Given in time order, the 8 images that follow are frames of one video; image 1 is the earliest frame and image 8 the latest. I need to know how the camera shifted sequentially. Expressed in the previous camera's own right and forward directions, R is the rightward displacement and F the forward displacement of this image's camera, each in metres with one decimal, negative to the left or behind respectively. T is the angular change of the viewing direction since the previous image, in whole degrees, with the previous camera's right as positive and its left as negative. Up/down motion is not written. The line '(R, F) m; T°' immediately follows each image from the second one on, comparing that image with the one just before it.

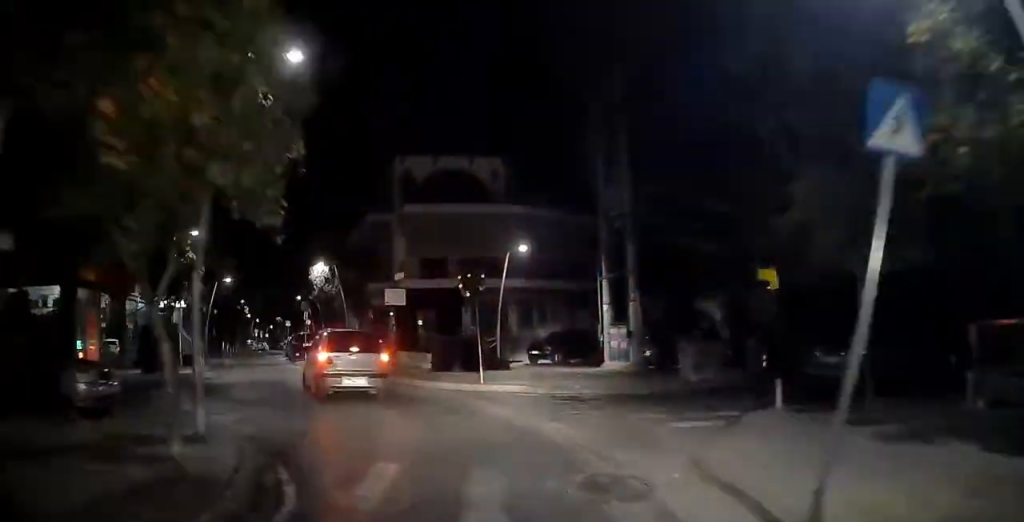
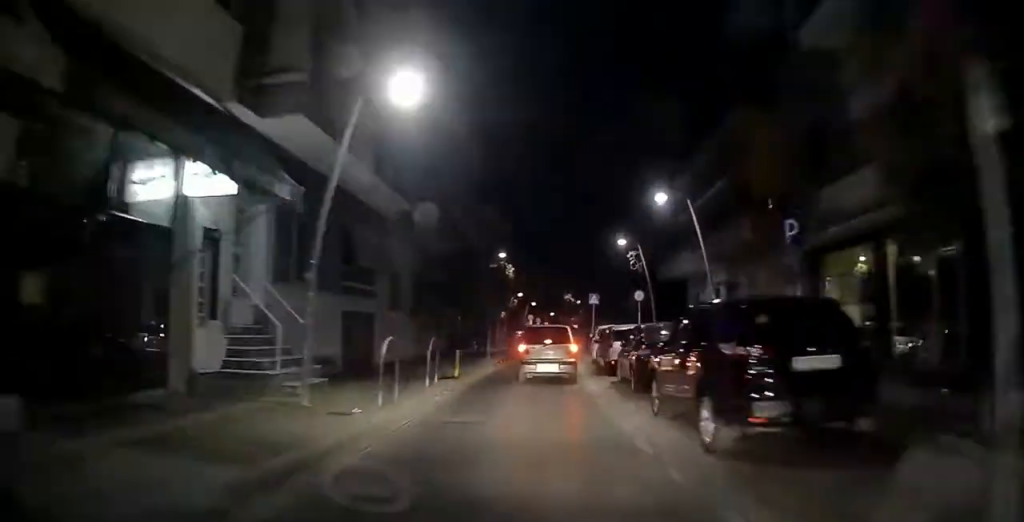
(-1.8, +26.7) m; -2°
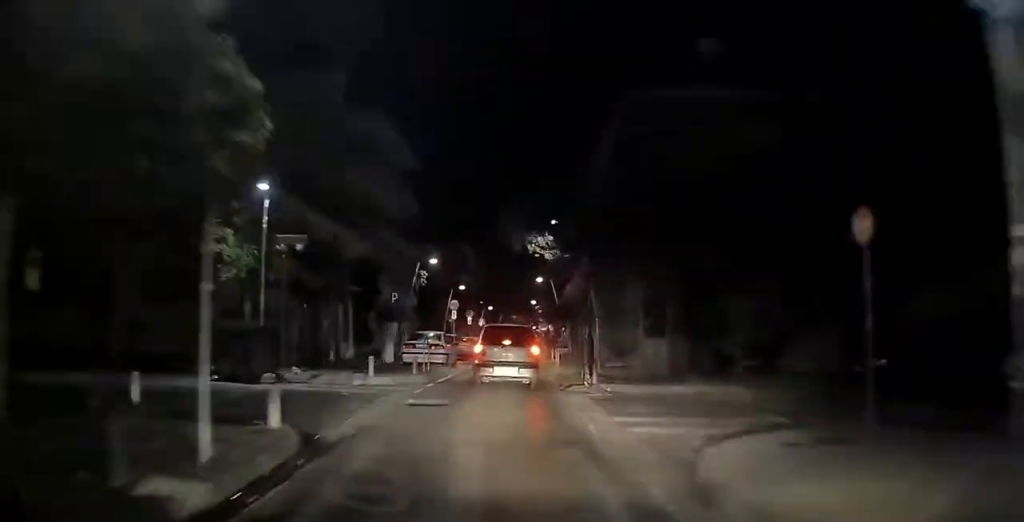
(+0.4, +22.1) m; +2°
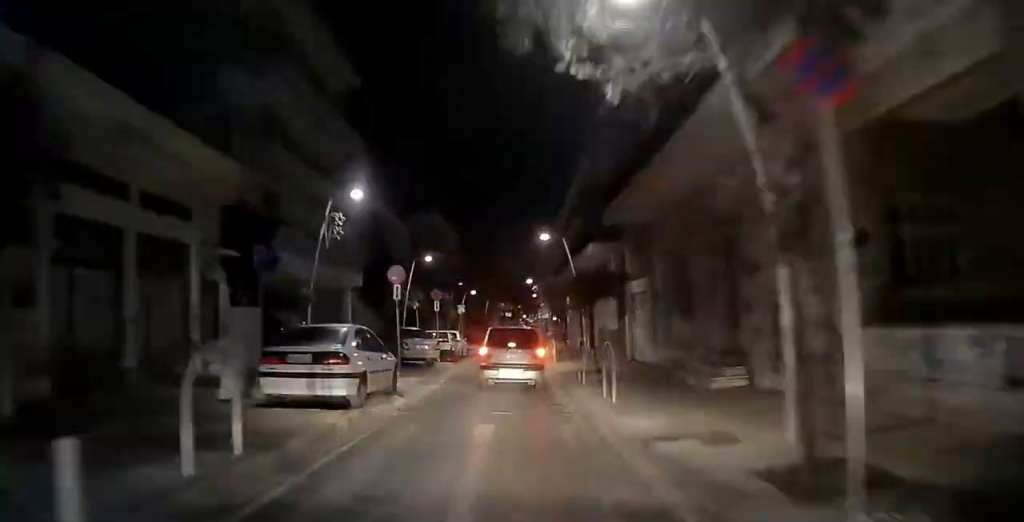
(+0.2, +12.3) m; +1°
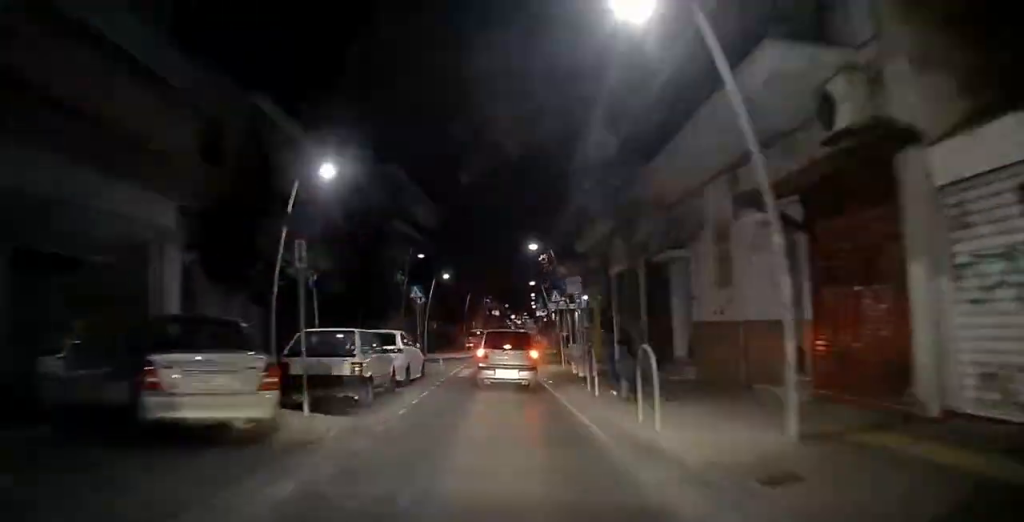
(+0.1, +15.8) m; +1°
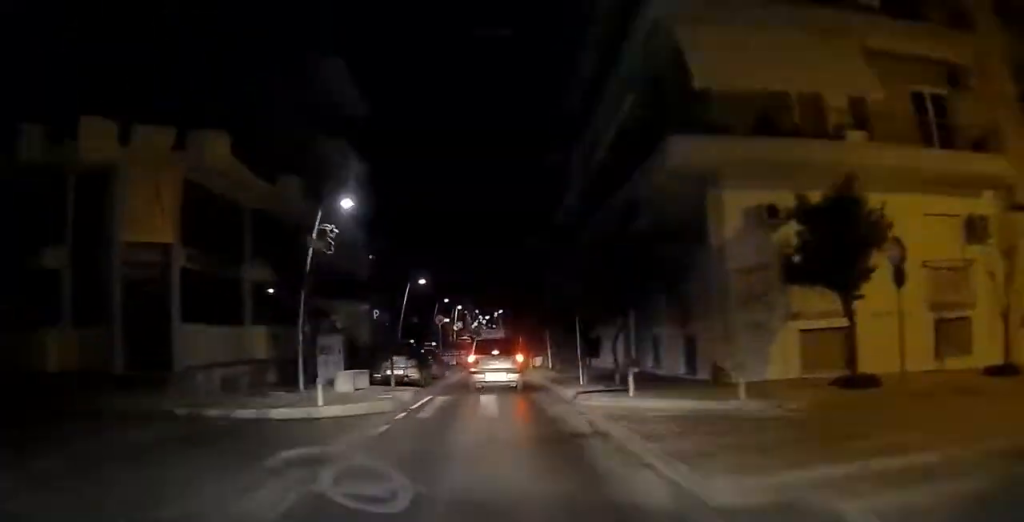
(+3.6, +121.7) m; +3°
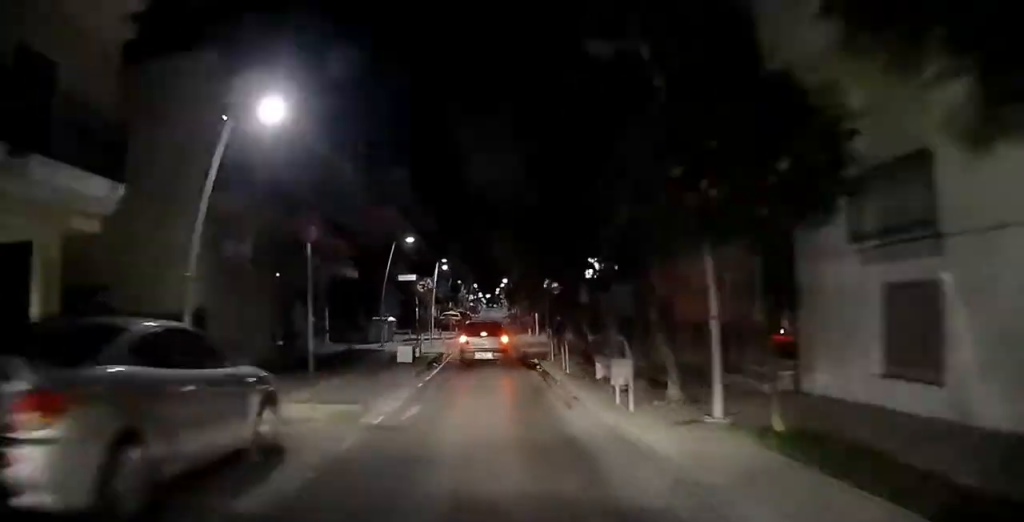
(+0.1, +22.7) m; 0°
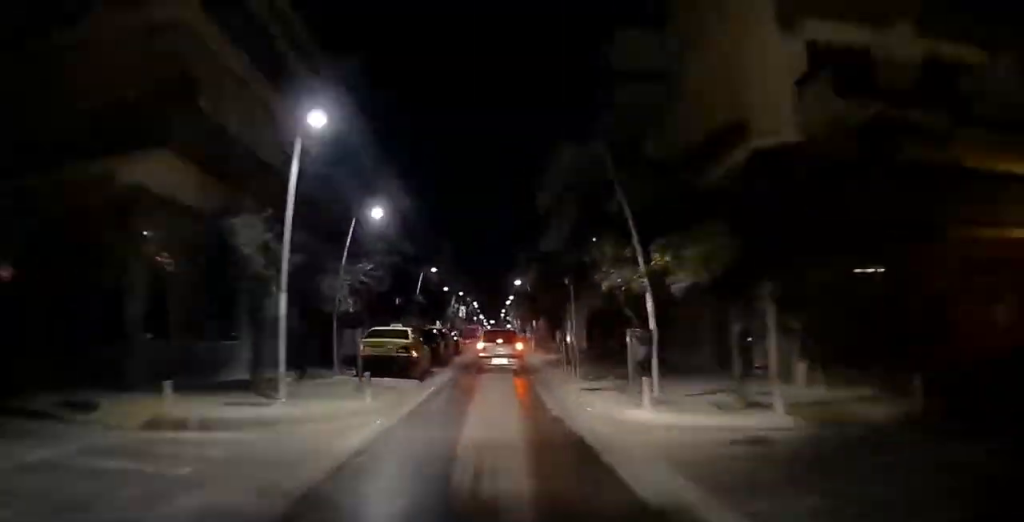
(+0.3, +26.8) m; -1°
